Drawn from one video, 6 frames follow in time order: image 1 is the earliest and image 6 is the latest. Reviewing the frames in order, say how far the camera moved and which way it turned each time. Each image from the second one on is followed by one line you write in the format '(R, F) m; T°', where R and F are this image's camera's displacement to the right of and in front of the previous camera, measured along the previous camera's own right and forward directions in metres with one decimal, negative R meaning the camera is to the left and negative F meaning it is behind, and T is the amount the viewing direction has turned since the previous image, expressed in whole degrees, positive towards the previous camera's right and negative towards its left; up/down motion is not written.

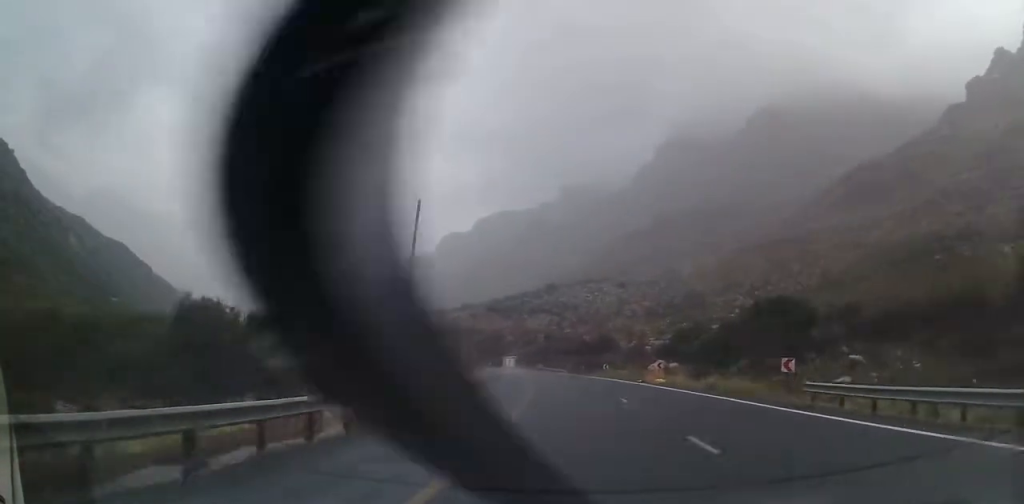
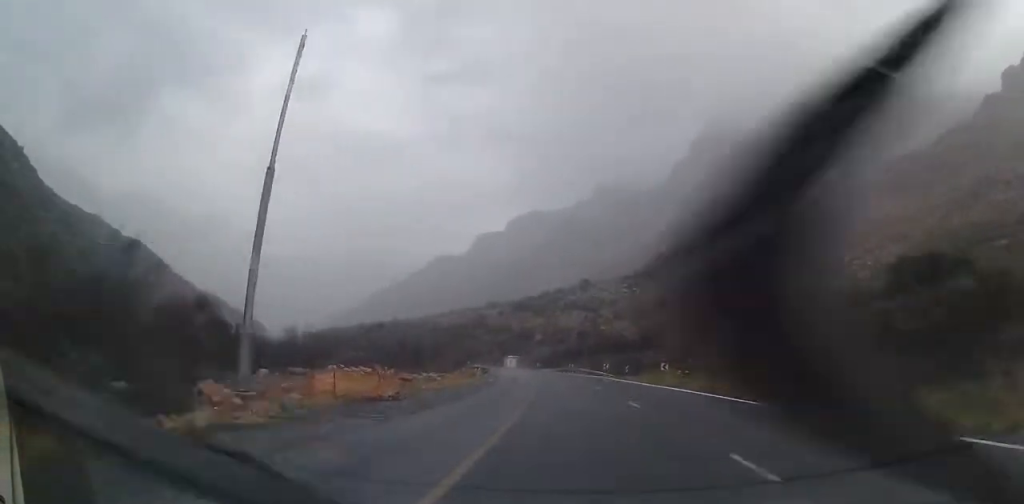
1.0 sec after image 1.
(-1.0, +25.9) m; -2°
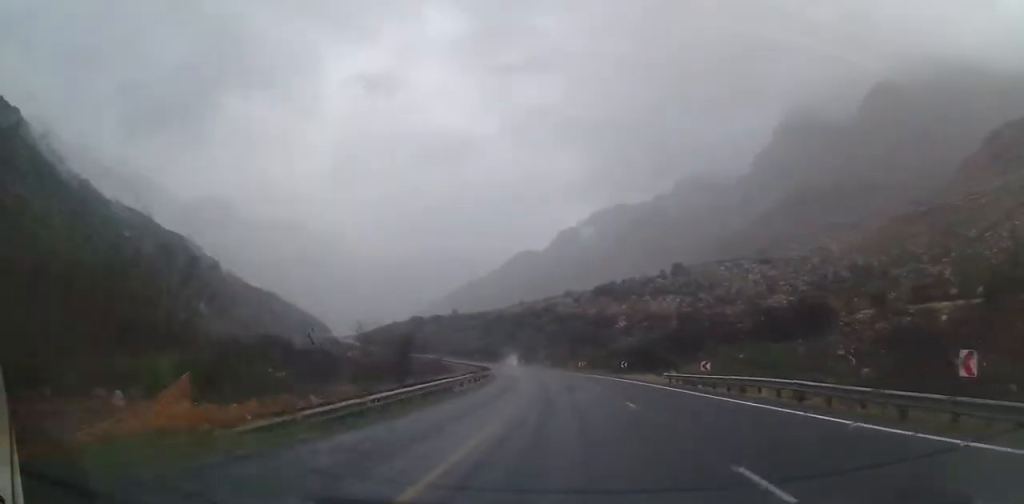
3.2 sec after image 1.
(-3.0, +59.9) m; -9°
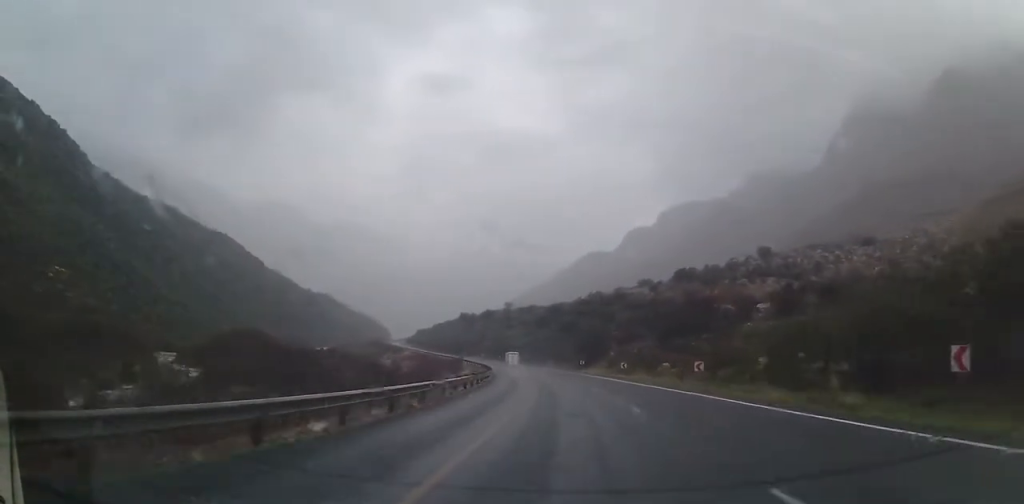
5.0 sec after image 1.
(-2.7, +47.9) m; -7°
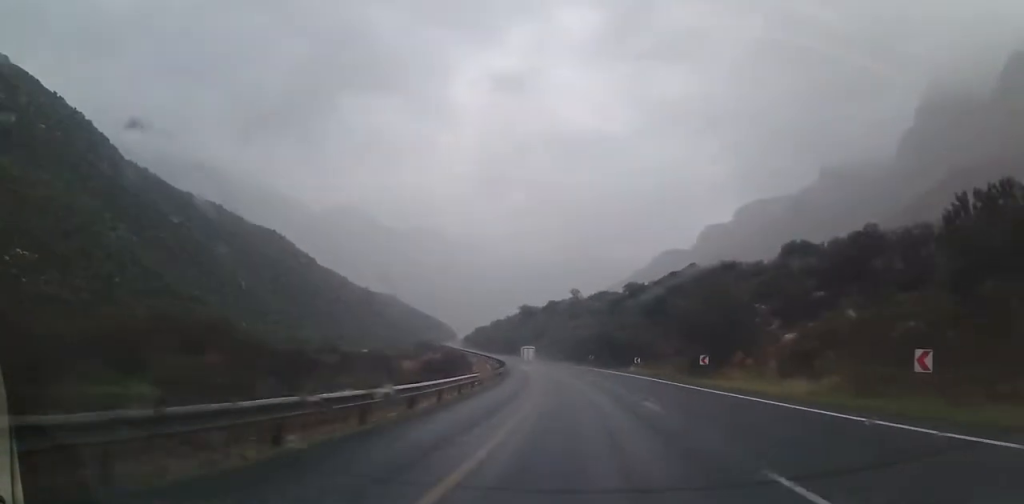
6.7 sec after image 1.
(-3.6, +45.4) m; -8°
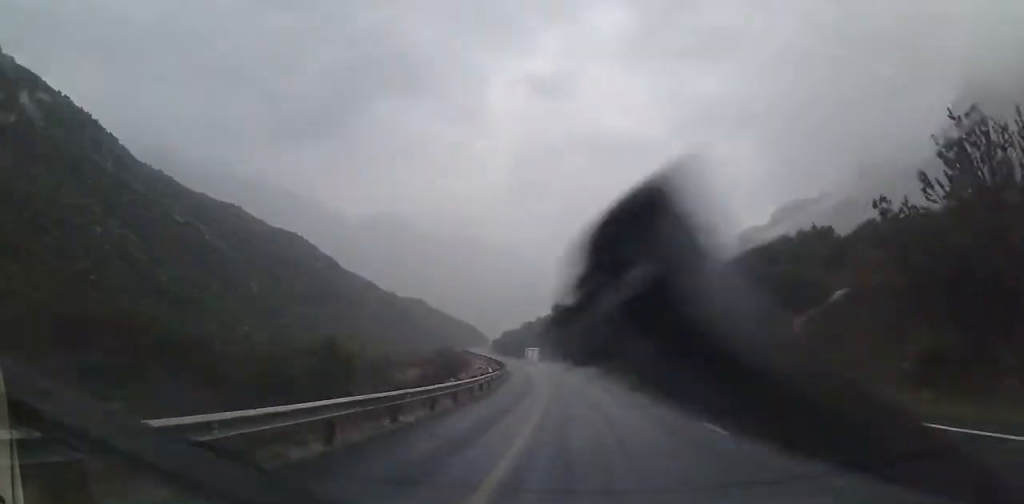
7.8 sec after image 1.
(-0.5, +29.1) m; -3°
